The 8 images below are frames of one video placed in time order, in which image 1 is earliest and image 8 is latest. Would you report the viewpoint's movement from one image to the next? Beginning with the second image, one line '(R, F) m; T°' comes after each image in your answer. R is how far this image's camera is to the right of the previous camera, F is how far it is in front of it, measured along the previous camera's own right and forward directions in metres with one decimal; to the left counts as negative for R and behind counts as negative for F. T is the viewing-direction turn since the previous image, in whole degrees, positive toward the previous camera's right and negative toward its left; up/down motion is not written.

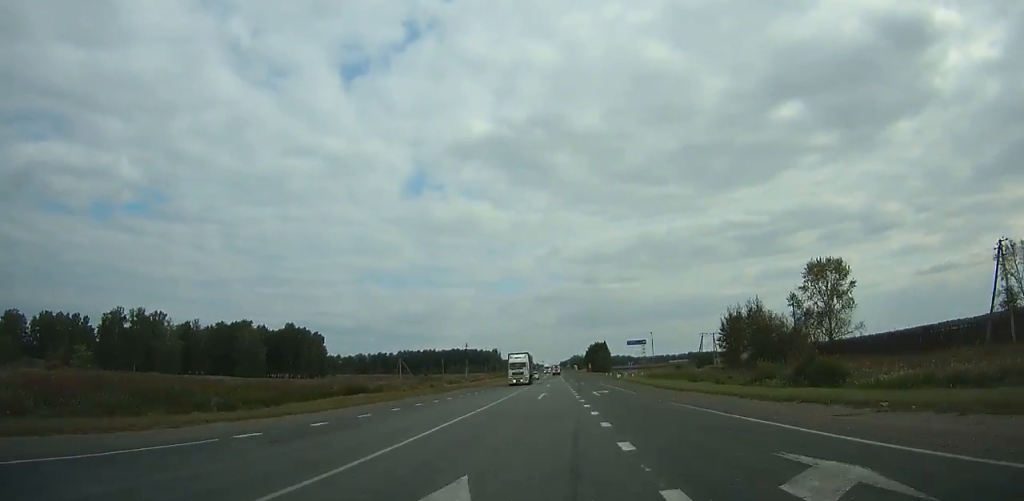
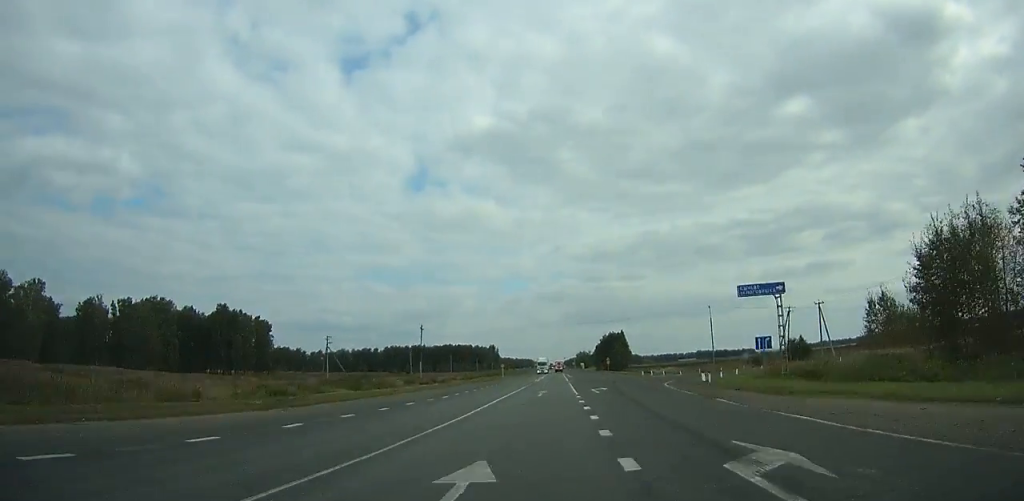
(+0.1, +58.0) m; 0°
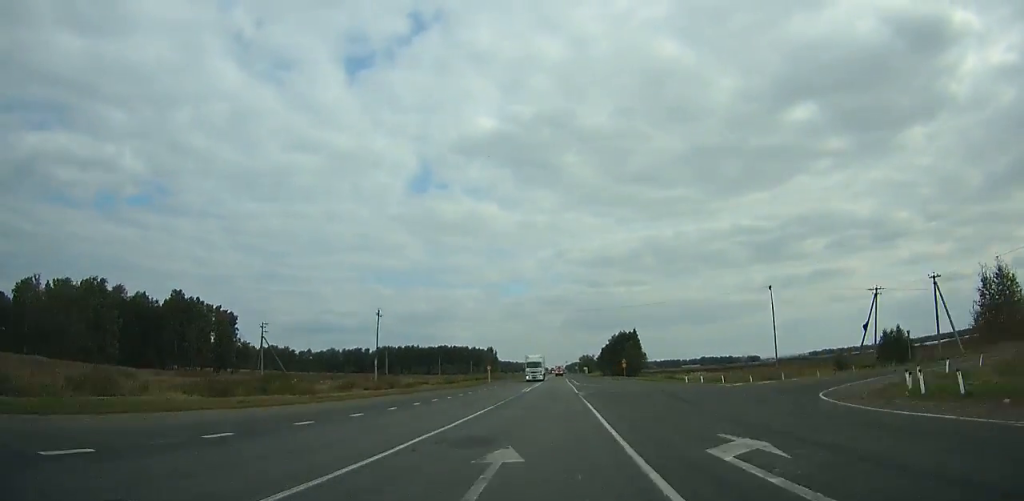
(+0.1, +28.0) m; 0°
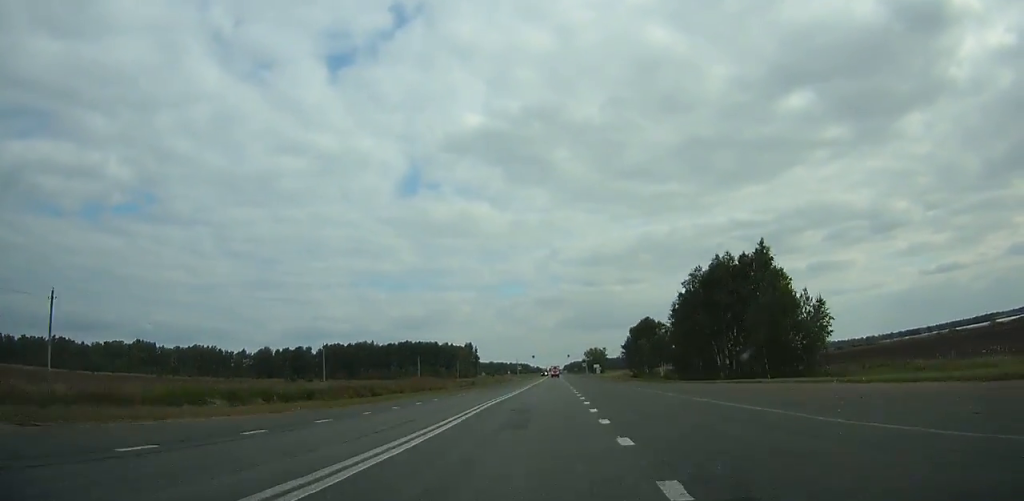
(-0.4, +111.1) m; 0°
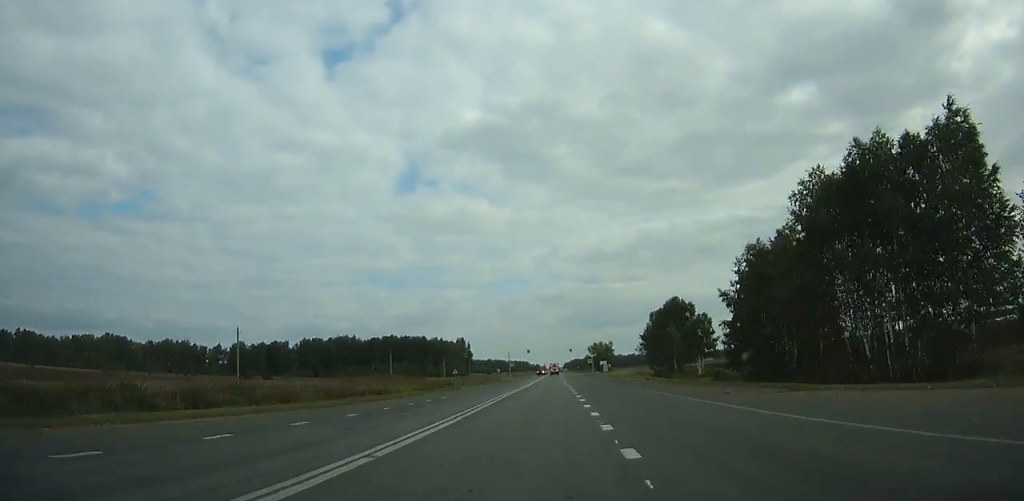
(0.0, +33.3) m; 0°
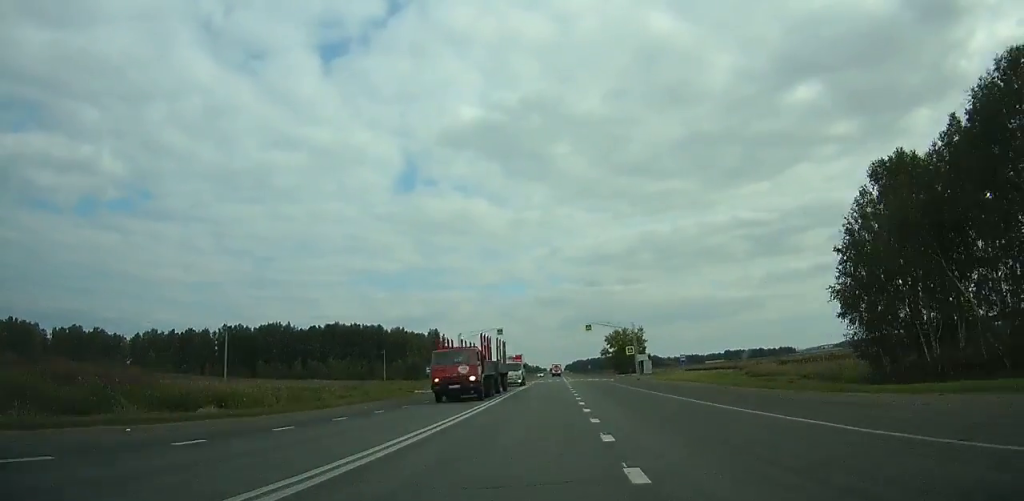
(-0.1, +84.4) m; 0°
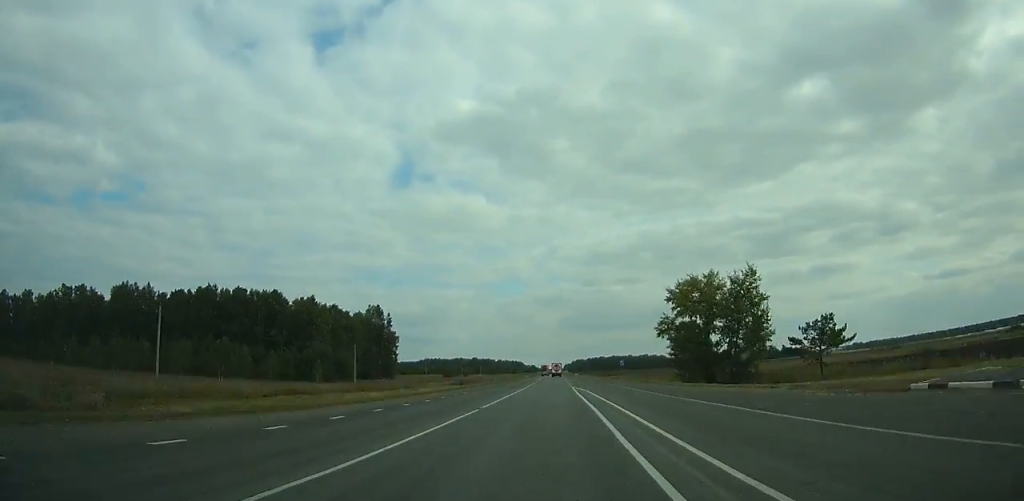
(0.0, +92.4) m; 0°
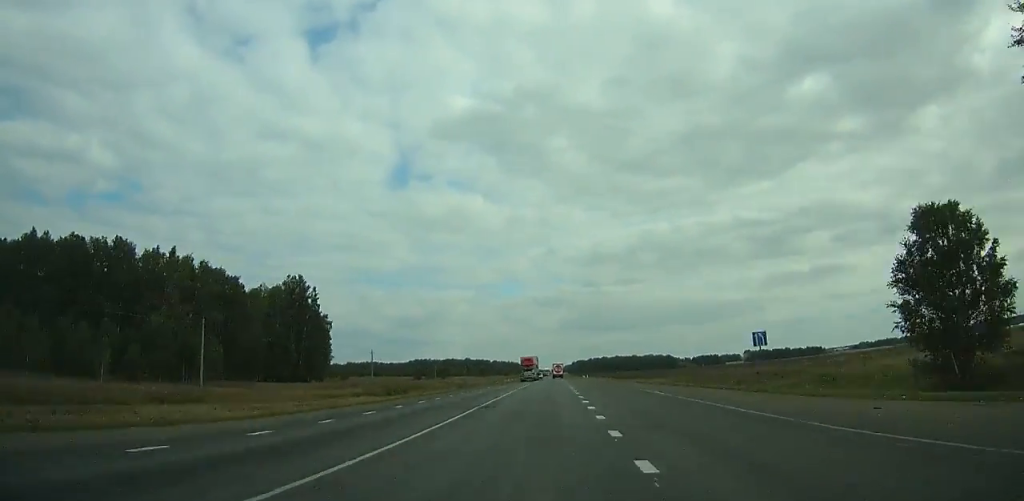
(+0.1, +60.8) m; 0°
